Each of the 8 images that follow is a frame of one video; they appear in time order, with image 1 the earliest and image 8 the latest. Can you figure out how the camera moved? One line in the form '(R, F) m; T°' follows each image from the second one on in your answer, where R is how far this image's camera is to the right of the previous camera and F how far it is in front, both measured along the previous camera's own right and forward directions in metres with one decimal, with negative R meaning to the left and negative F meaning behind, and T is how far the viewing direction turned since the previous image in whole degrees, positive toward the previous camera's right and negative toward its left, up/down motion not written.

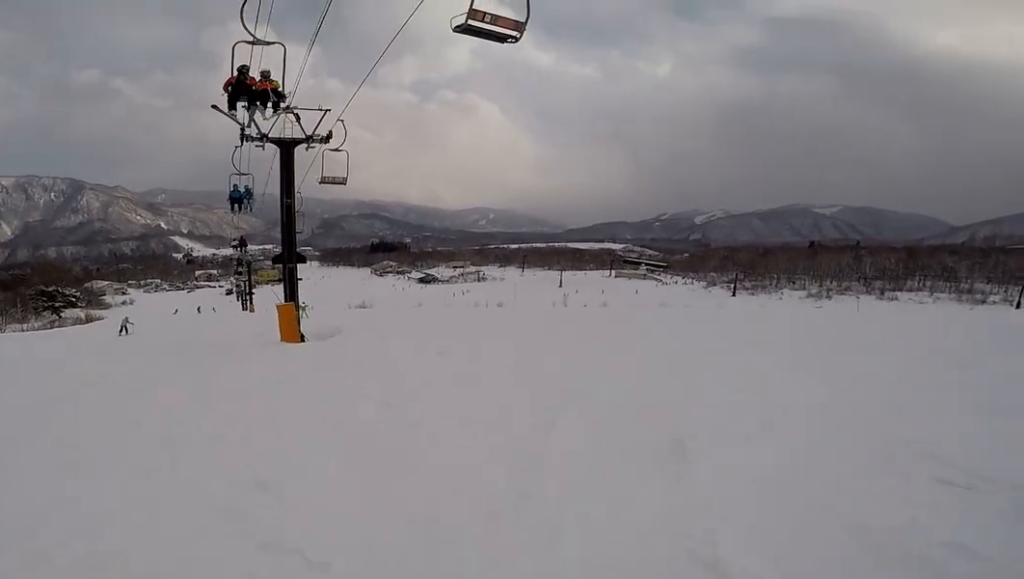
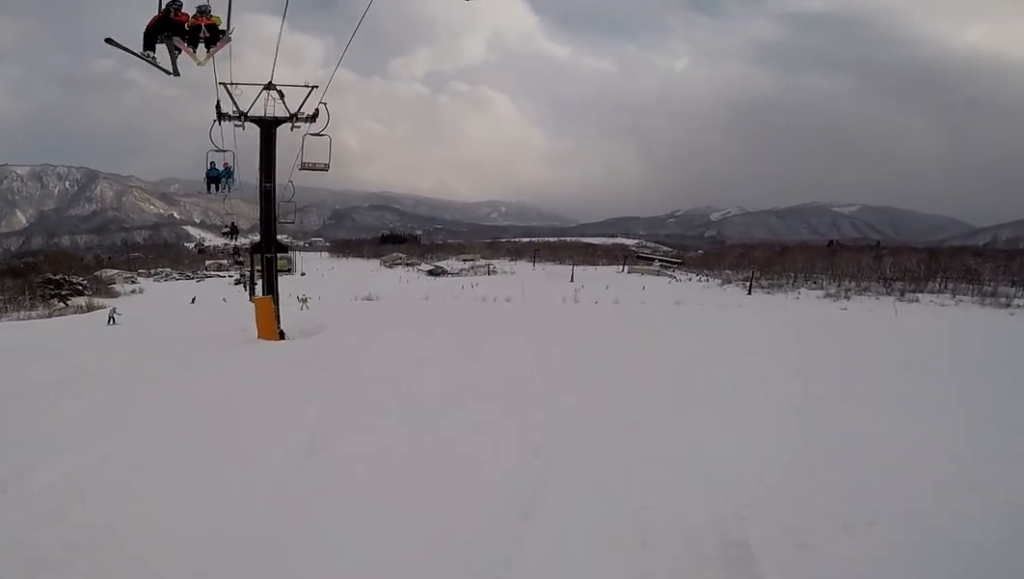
(0.0, +2.2) m; 0°
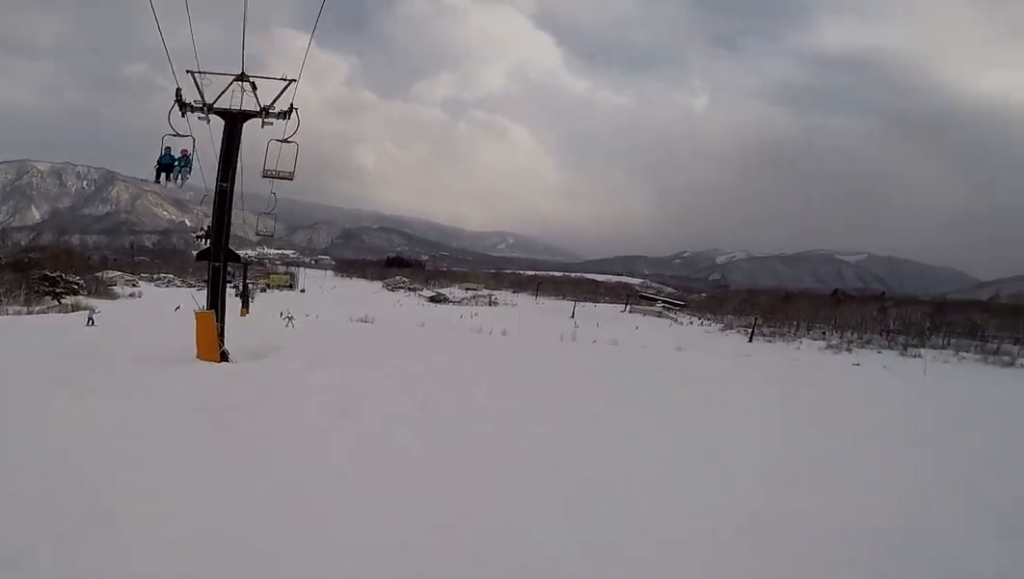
(0.0, +3.0) m; 0°
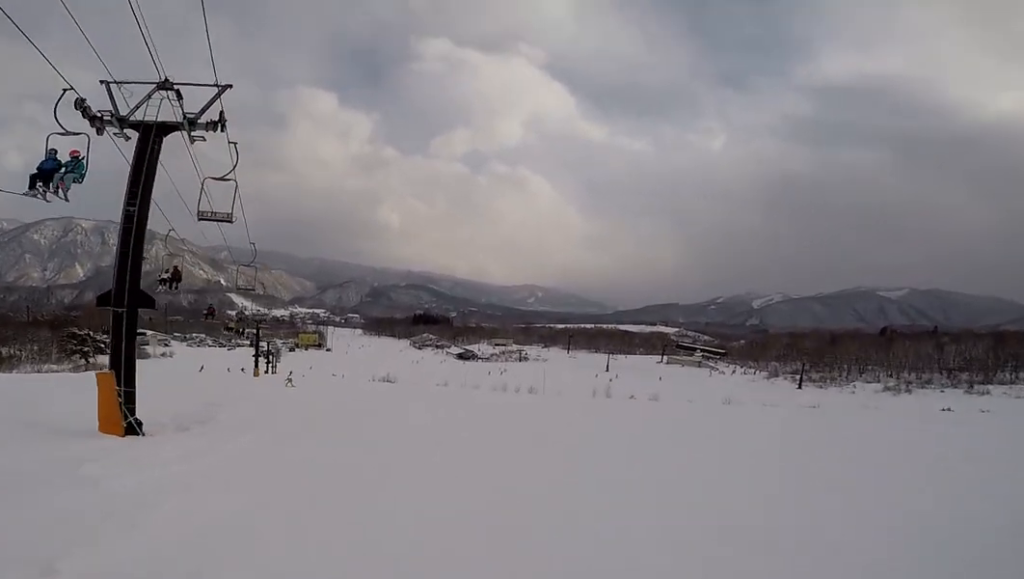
(0.0, +4.9) m; 0°
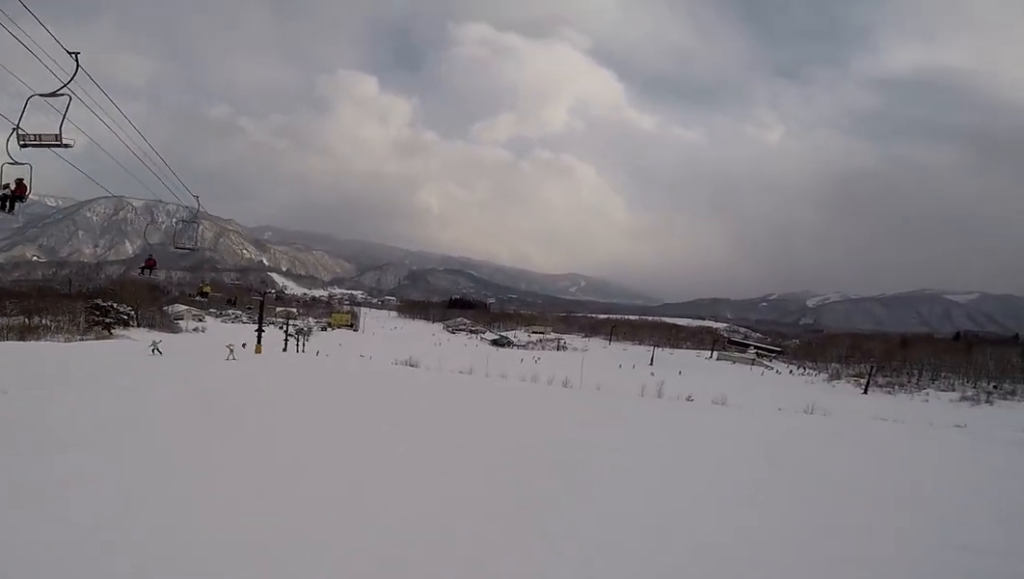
(-0.1, +7.9) m; -6°
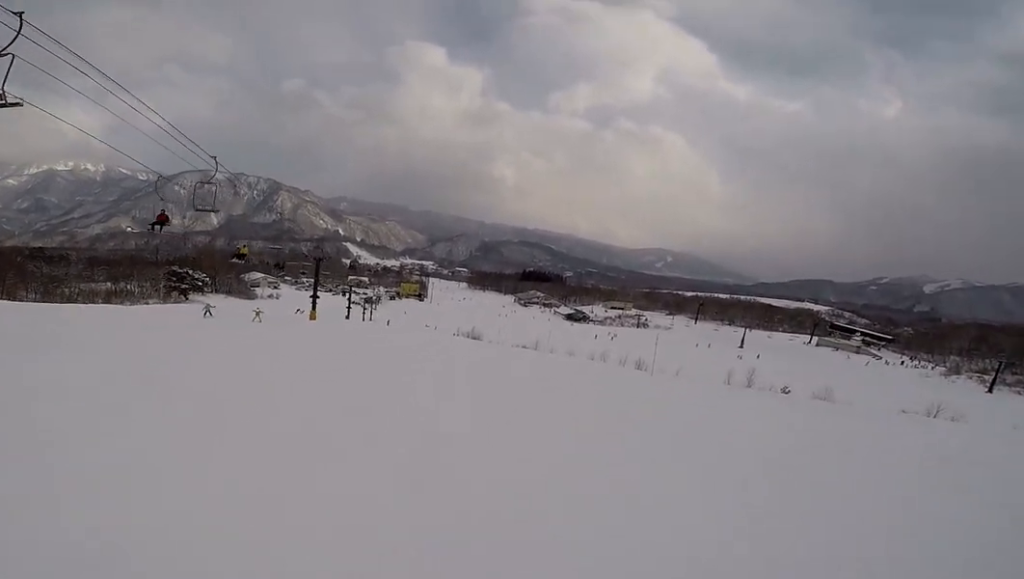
(+0.1, +3.7) m; -10°
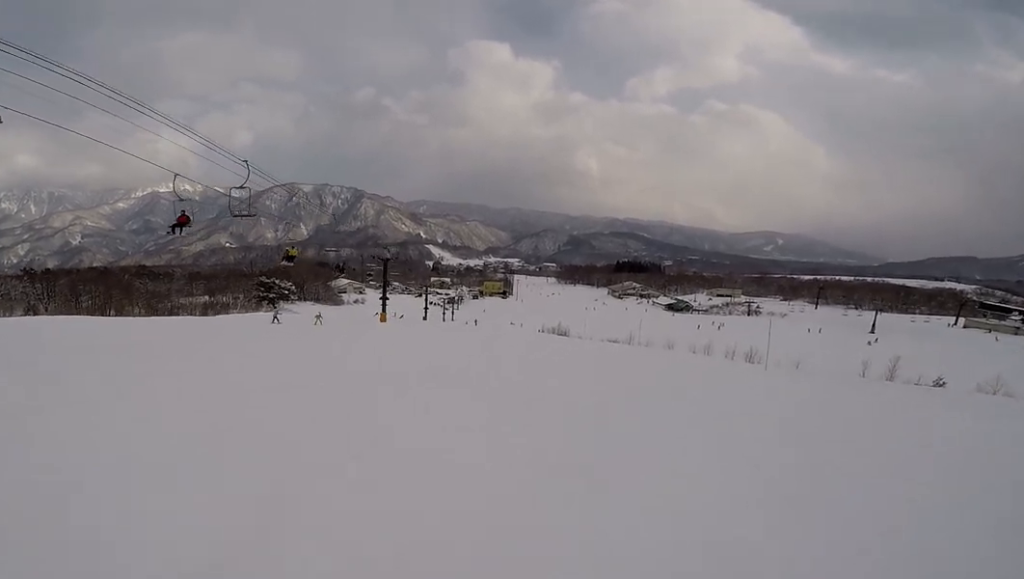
(-0.4, +3.5) m; -24°
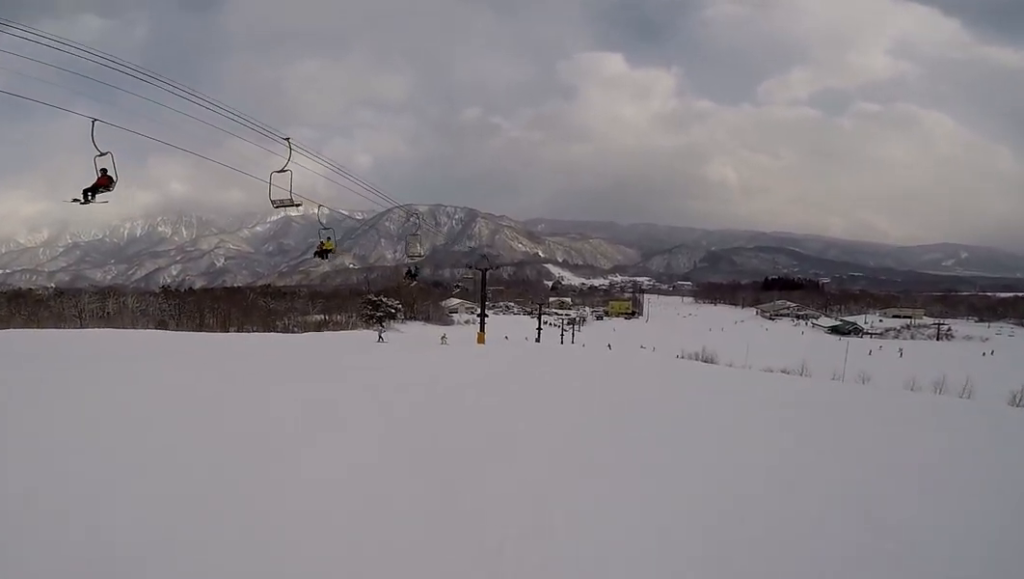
(-3.6, +6.8) m; -22°
